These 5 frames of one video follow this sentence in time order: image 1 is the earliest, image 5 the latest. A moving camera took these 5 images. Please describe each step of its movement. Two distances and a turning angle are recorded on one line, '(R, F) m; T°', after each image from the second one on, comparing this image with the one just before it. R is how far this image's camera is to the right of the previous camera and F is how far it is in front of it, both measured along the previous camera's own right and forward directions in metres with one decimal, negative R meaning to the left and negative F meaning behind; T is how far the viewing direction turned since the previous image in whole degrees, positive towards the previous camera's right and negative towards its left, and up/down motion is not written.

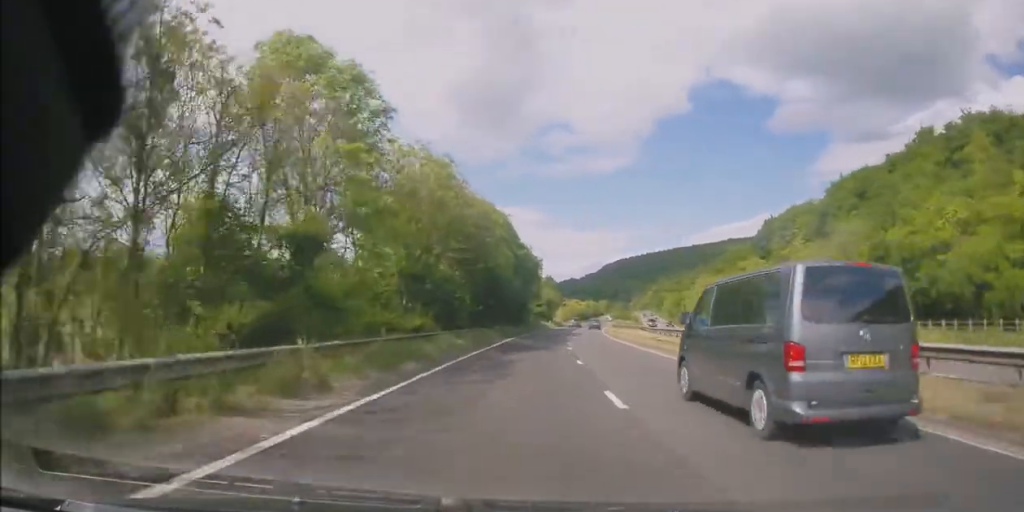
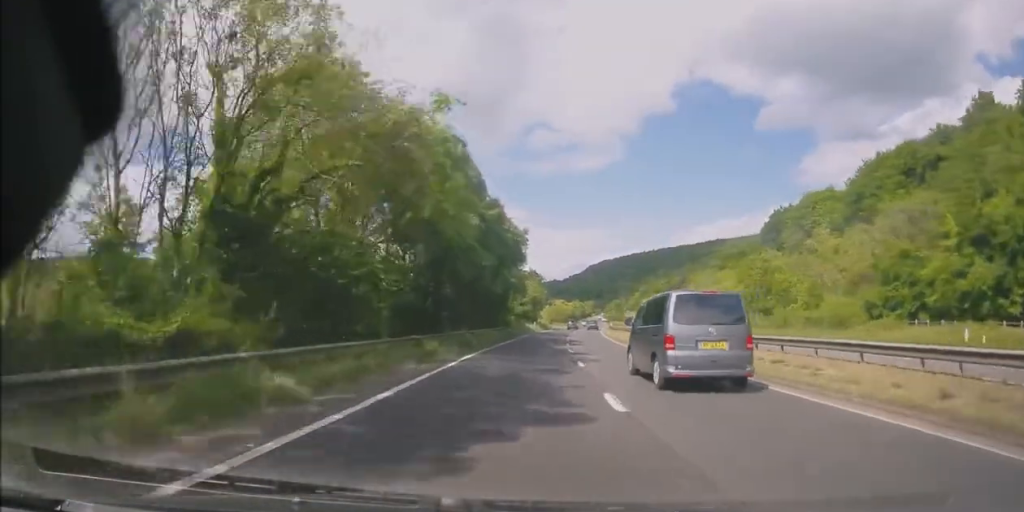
(+0.1, +18.6) m; +1°
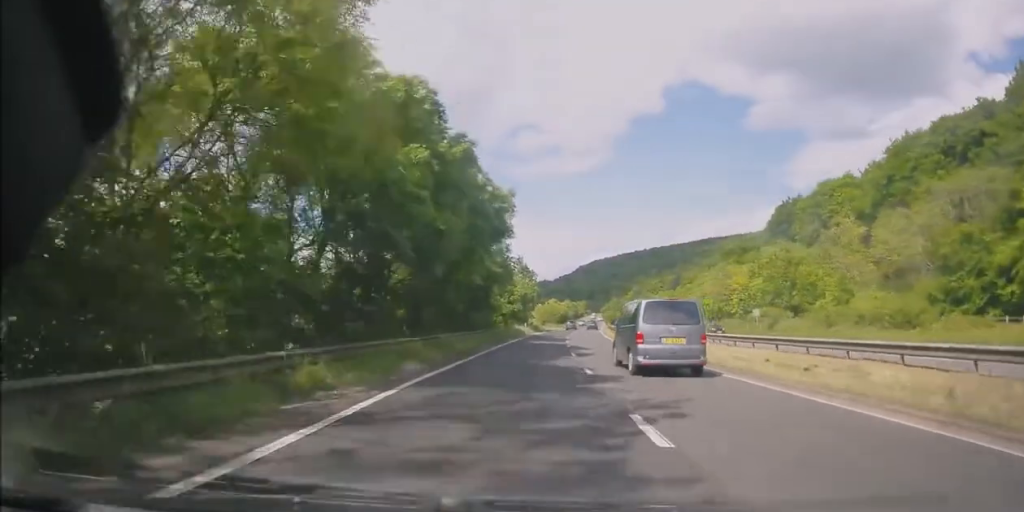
(+0.2, +11.7) m; +1°
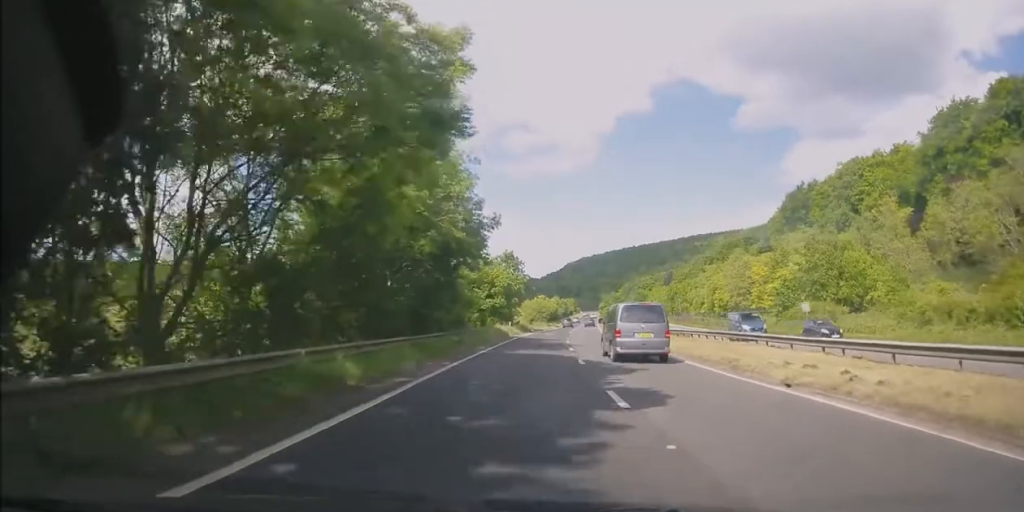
(+0.1, +15.3) m; +1°
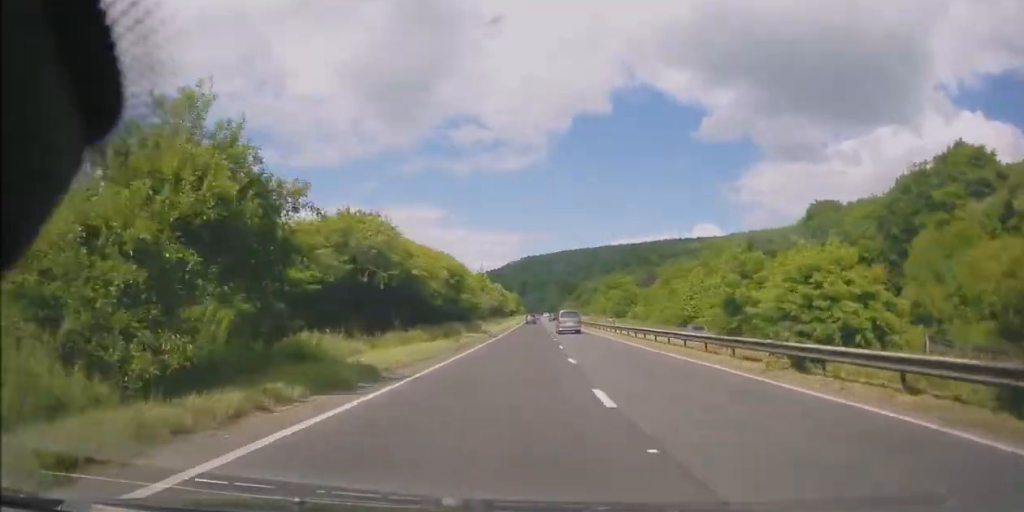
(+5.7, +111.1) m; +5°
